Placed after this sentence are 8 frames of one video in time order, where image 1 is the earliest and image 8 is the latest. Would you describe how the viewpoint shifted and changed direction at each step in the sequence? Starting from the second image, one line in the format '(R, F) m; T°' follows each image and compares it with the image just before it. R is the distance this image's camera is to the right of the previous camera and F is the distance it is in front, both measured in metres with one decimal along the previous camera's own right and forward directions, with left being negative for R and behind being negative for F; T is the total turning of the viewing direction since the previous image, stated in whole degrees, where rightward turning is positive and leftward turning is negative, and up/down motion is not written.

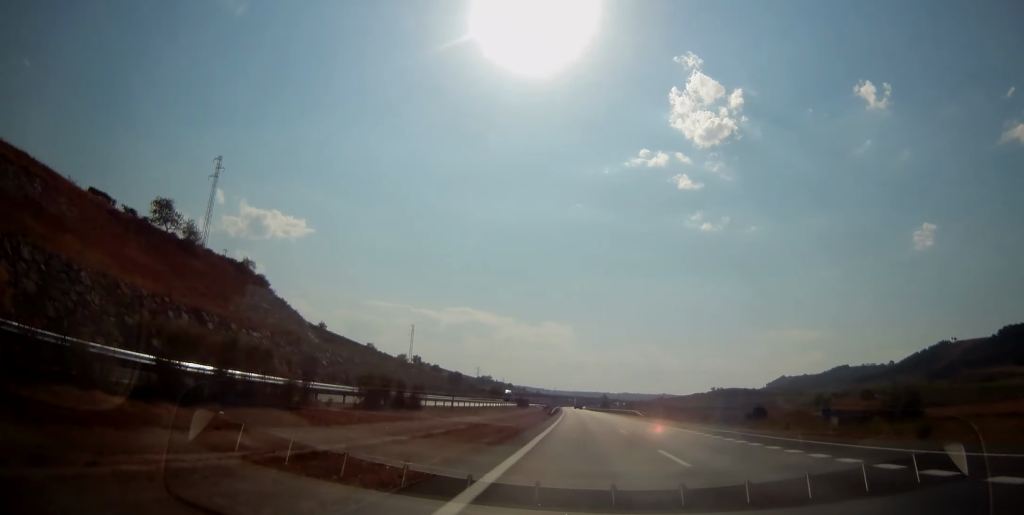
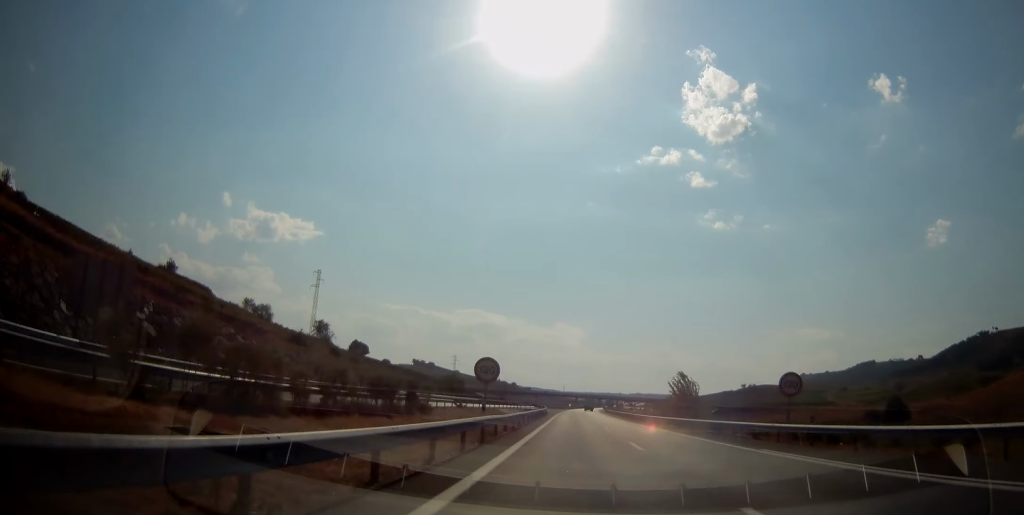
(-1.5, +131.9) m; -1°
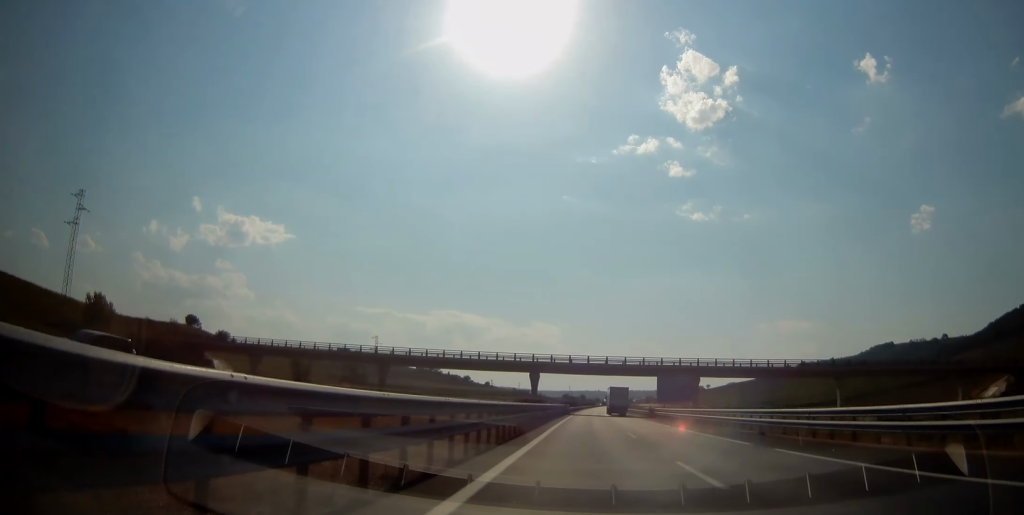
(+4.5, +284.7) m; +2°
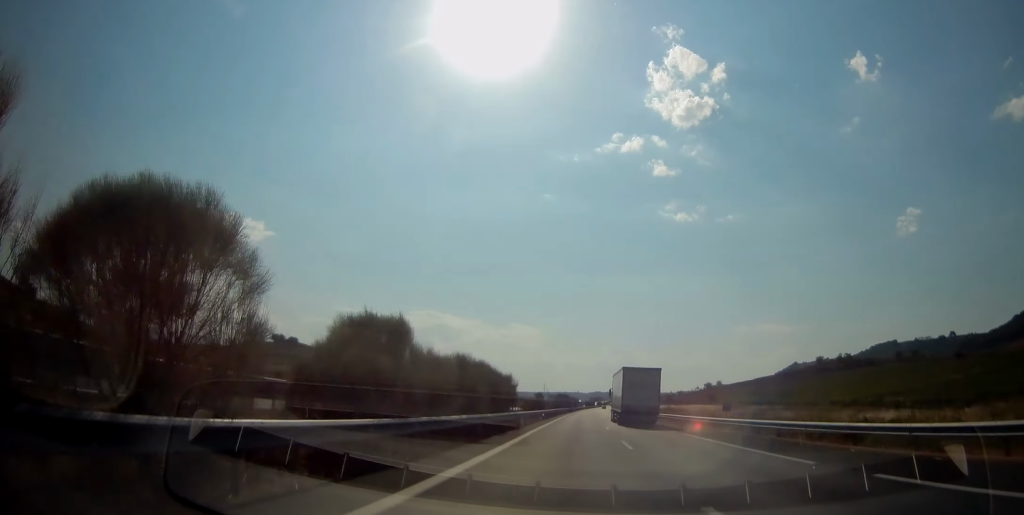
(+2.0, +145.8) m; +2°
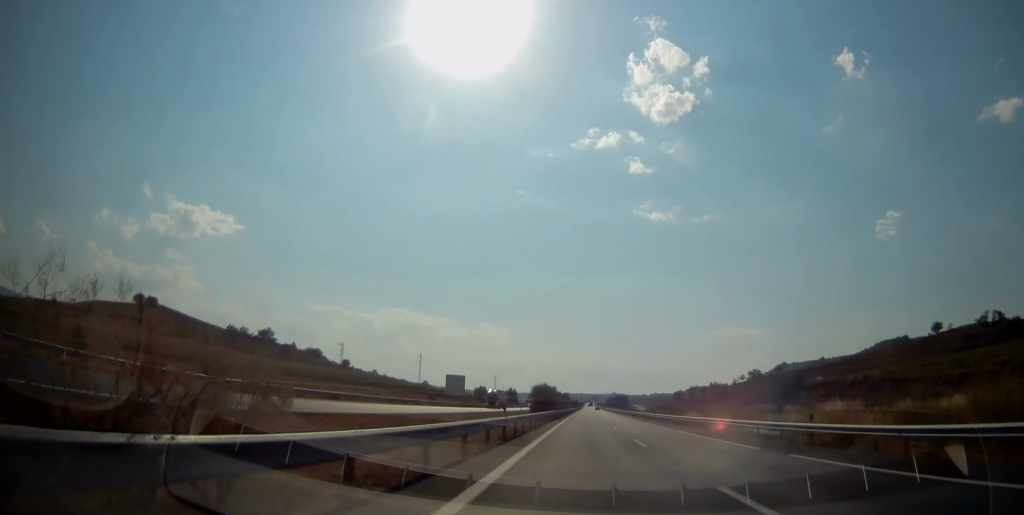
(+4.6, +221.9) m; +2°
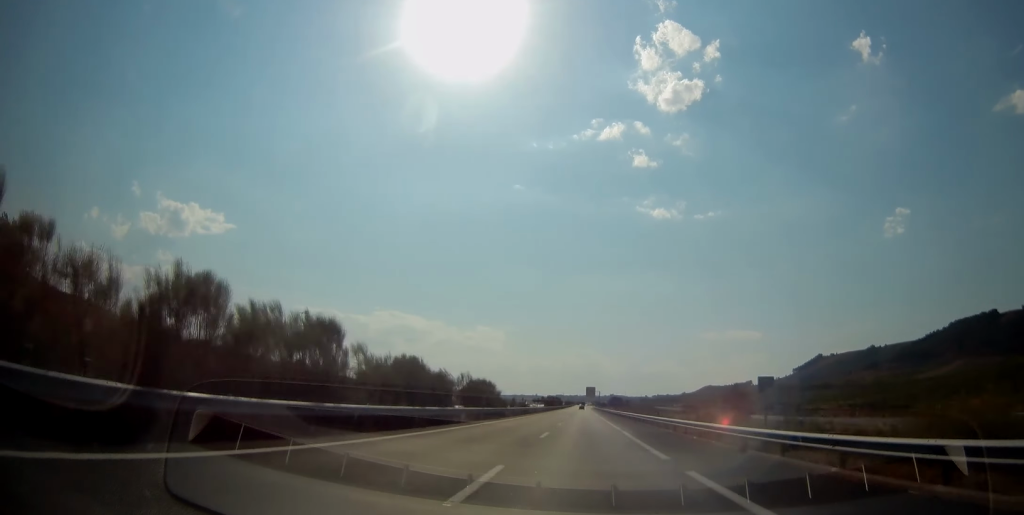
(+5.2, +395.4) m; 0°
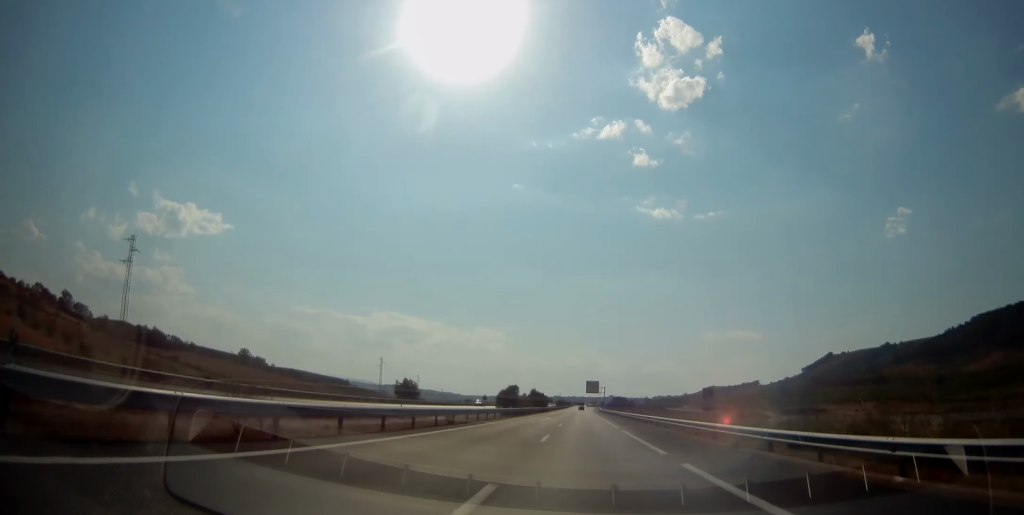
(-0.2, +90.1) m; 0°
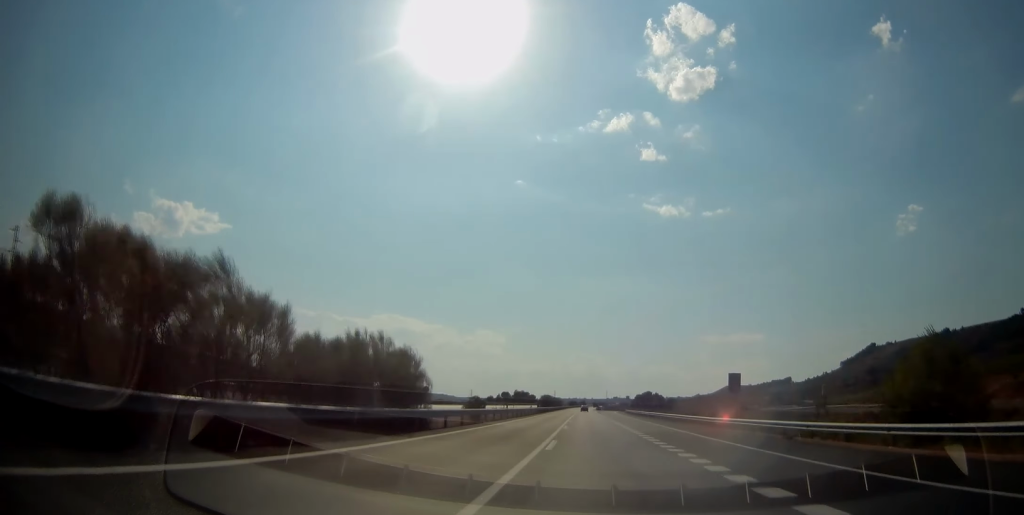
(-0.4, +263.7) m; 0°
